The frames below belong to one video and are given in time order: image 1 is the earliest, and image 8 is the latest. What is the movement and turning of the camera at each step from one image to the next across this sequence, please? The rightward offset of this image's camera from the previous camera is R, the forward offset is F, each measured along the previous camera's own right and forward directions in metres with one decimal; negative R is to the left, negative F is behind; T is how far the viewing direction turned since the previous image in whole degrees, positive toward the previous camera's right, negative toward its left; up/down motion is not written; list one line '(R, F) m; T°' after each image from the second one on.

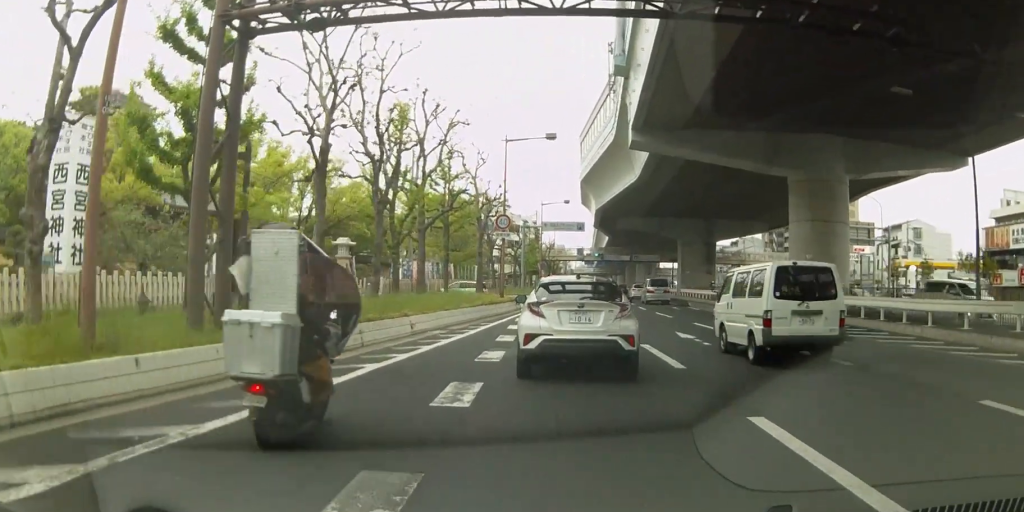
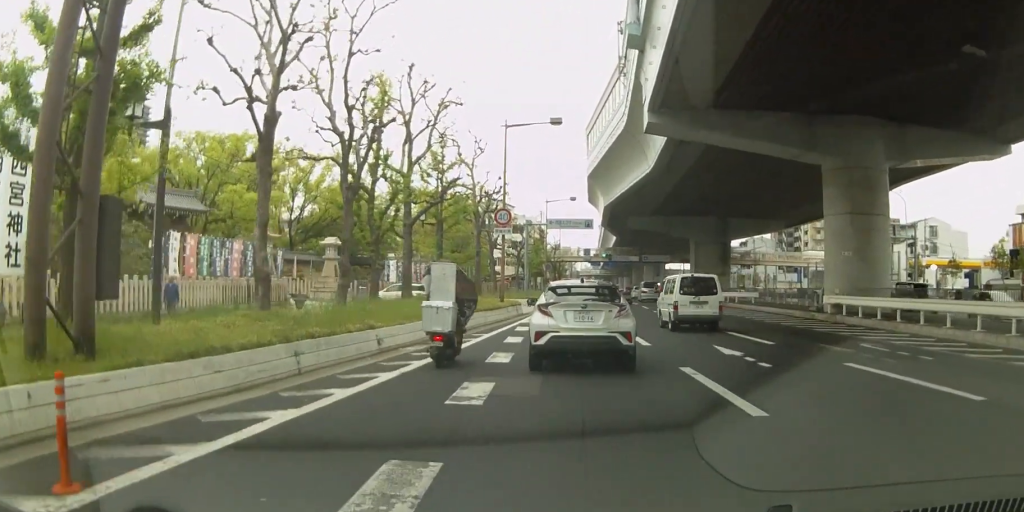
(0.0, +4.9) m; -6°
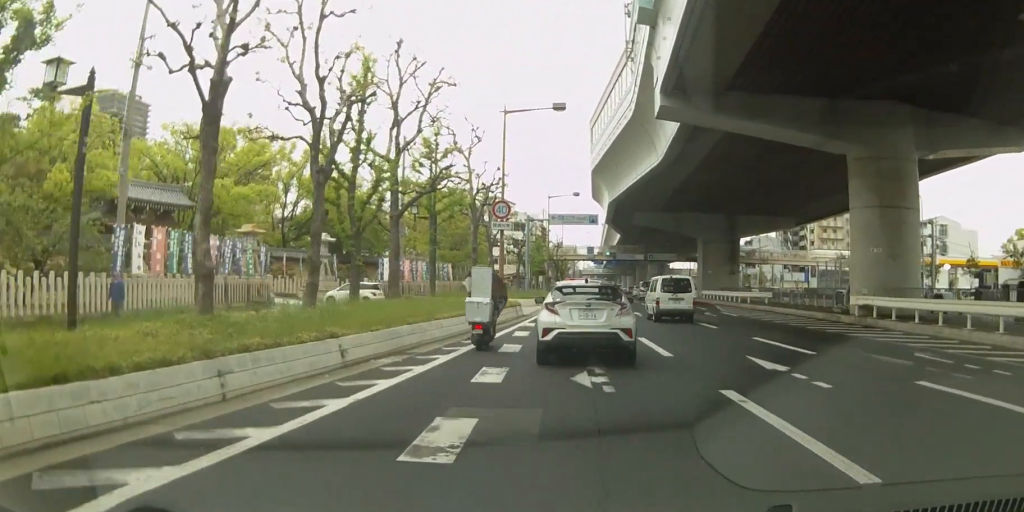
(-0.1, +2.9) m; -6°
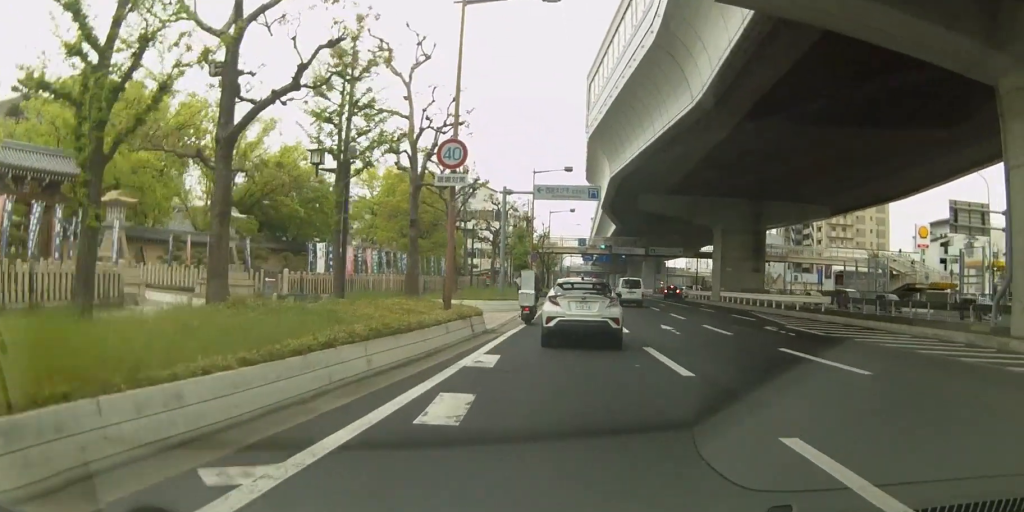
(-1.2, +12.6) m; -5°
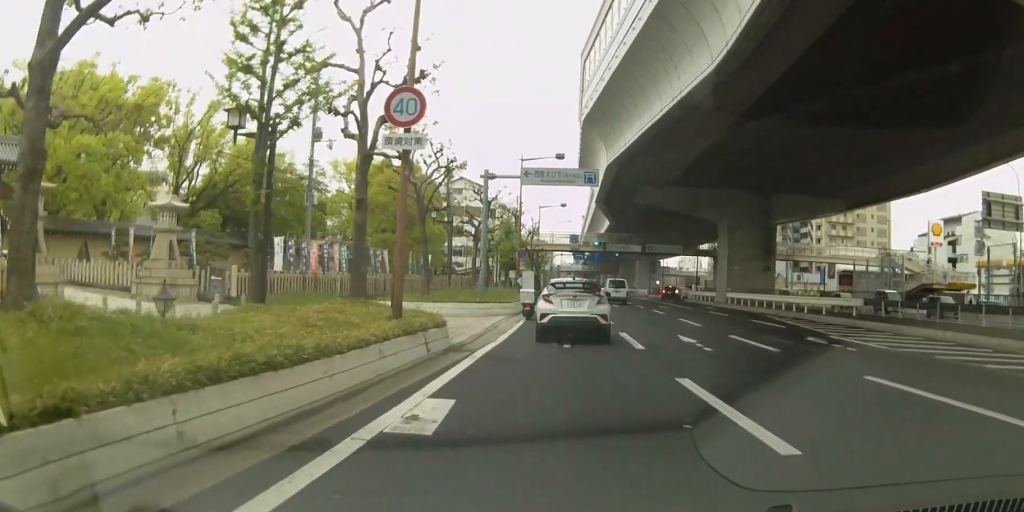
(0.0, +5.1) m; -2°
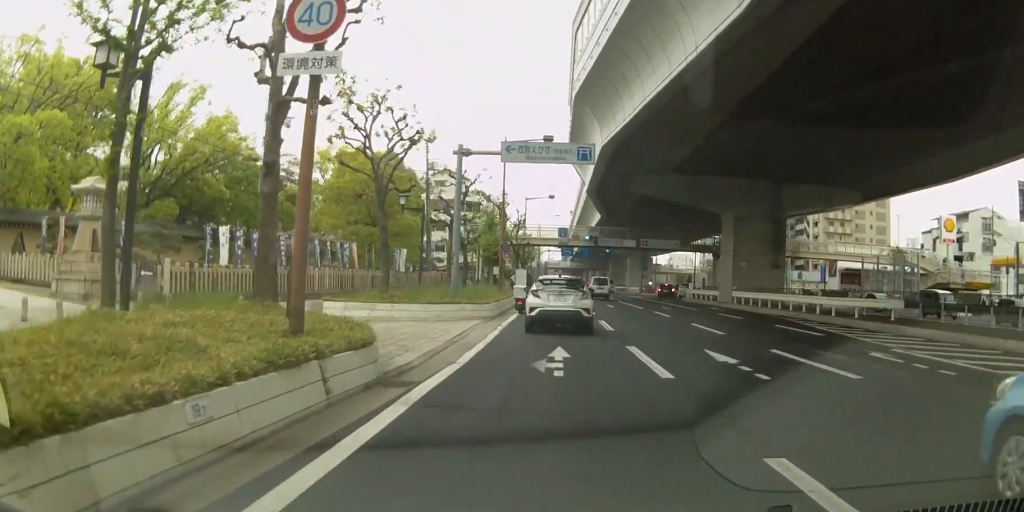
(-0.1, +5.2) m; -3°
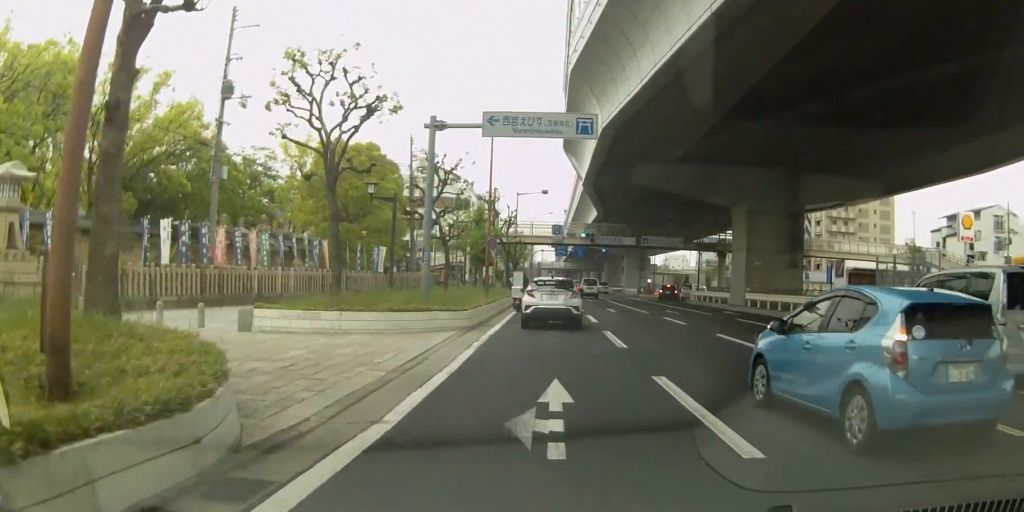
(-0.3, +5.0) m; -1°
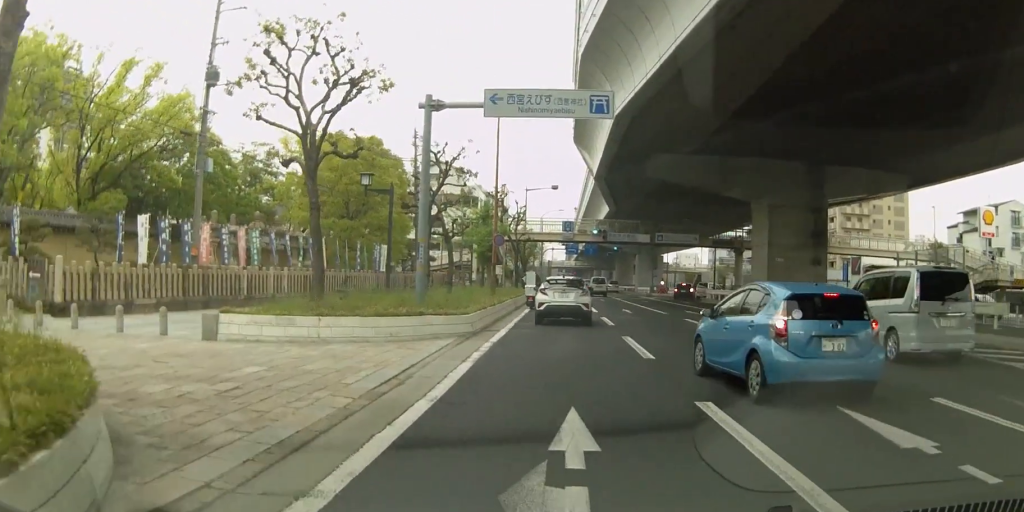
(+0.2, +2.5) m; 0°
